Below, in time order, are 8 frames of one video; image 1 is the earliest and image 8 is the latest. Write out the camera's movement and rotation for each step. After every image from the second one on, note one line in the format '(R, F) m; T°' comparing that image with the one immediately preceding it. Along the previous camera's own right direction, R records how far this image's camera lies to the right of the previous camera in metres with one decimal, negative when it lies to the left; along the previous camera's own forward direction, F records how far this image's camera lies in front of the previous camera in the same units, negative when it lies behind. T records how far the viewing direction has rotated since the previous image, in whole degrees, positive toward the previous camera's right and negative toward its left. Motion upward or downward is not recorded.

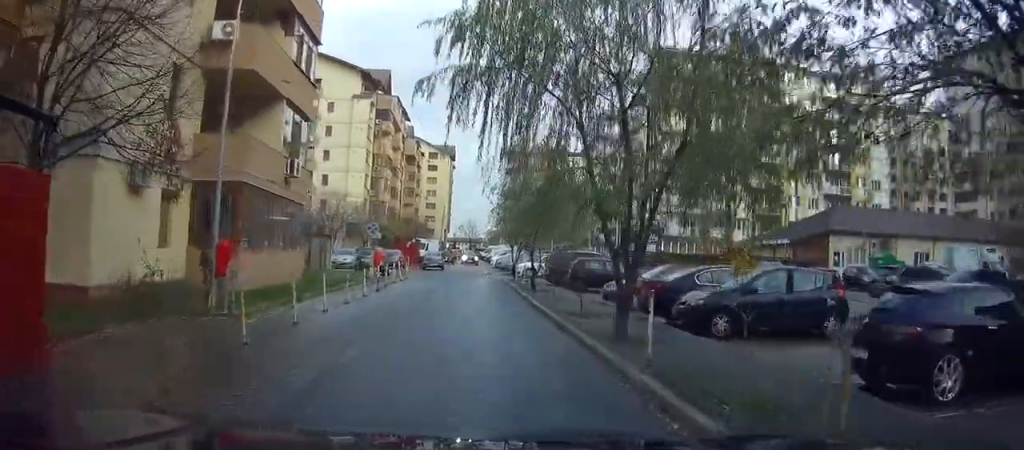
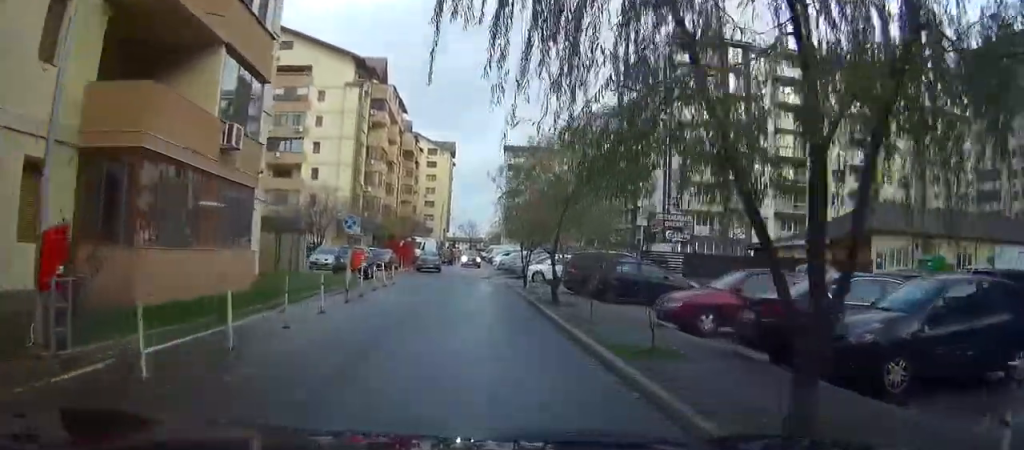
(0.0, +6.4) m; 0°
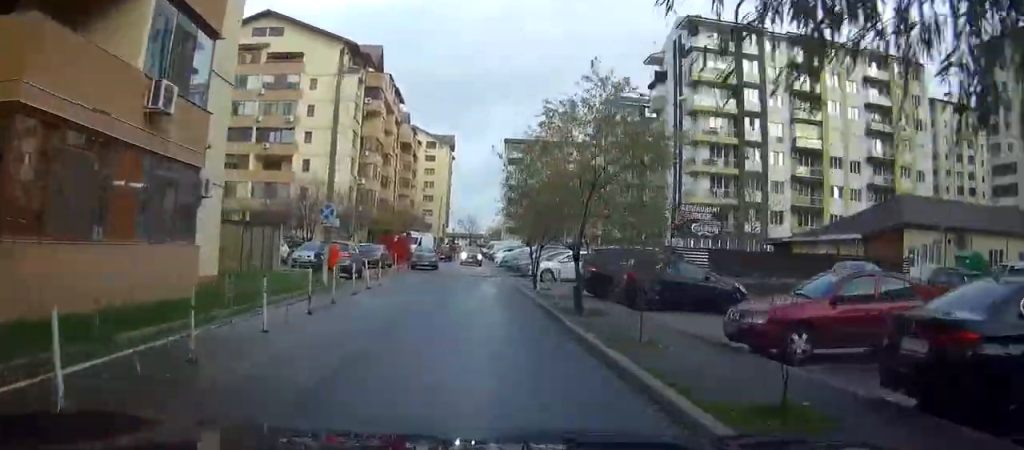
(+0.1, +4.5) m; +1°
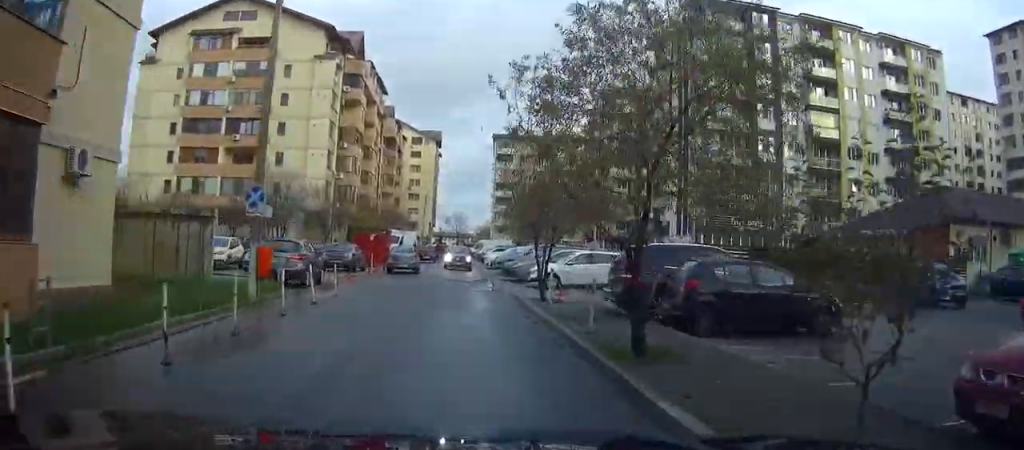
(-0.1, +6.9) m; -1°
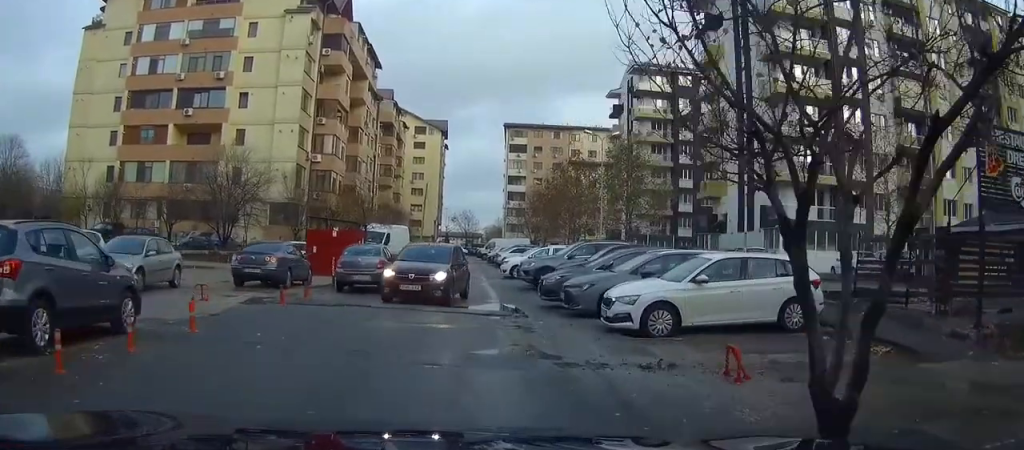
(-2.6, +16.9) m; -14°
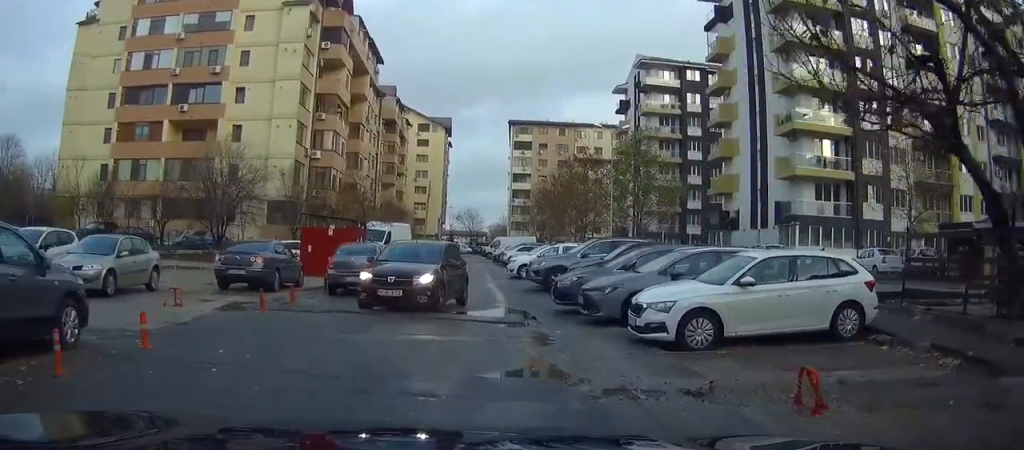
(-0.2, +2.4) m; +3°
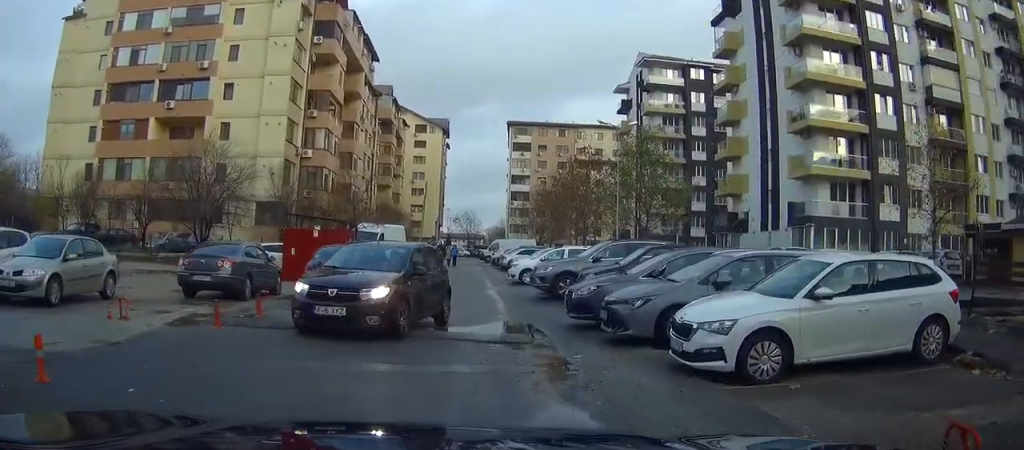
(+0.3, +3.0) m; +6°
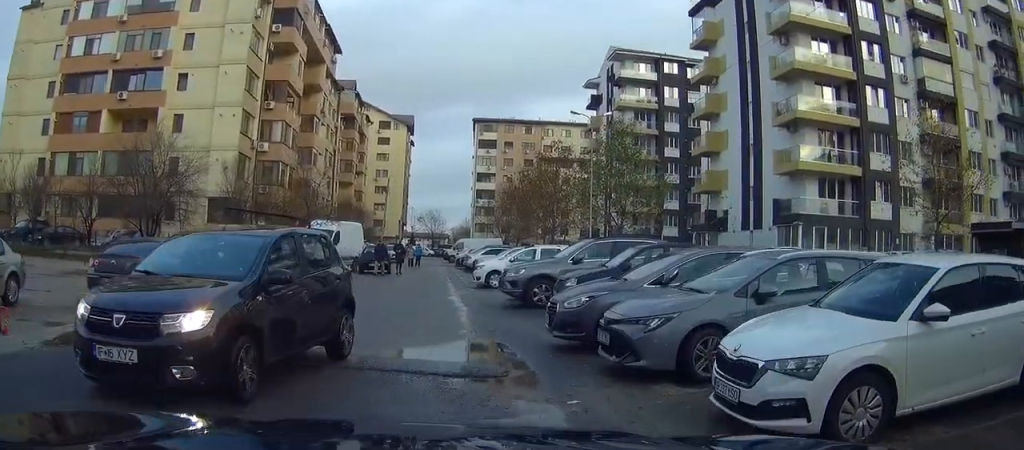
(+0.3, +3.4) m; +2°
